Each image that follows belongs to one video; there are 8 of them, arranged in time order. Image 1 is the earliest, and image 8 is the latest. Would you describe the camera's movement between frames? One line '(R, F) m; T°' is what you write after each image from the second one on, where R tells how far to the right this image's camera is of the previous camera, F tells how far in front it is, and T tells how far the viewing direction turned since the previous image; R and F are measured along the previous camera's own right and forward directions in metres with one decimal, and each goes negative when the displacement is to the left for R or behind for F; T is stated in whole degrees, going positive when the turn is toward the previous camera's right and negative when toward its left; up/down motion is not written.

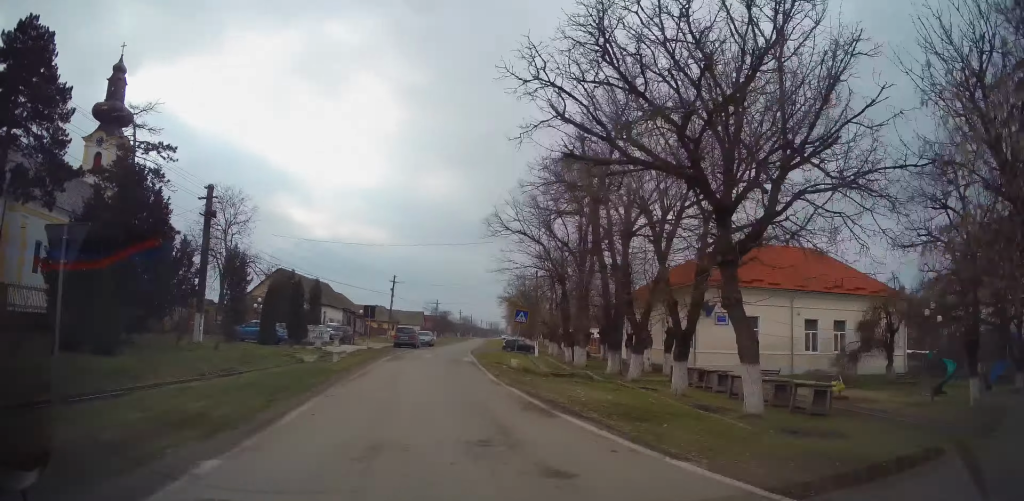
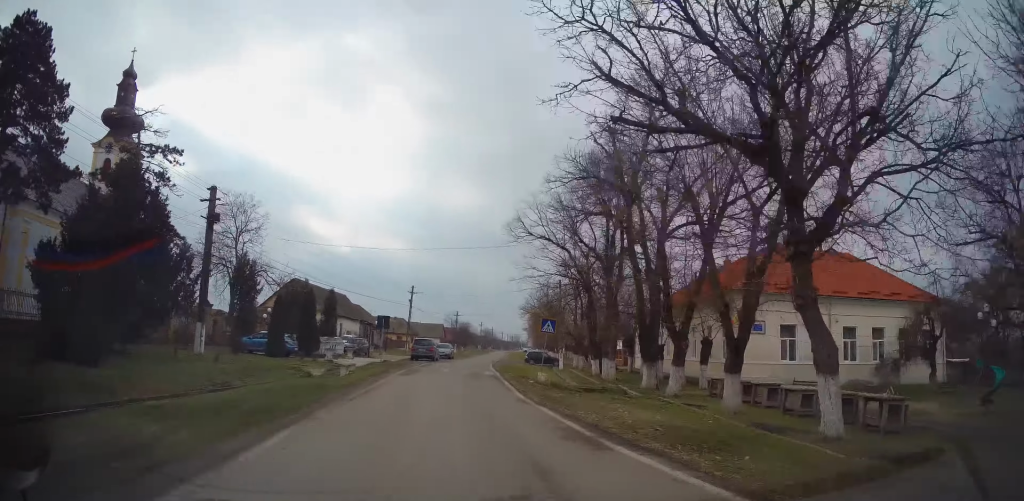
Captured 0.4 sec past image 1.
(-0.1, +1.9) m; -2°
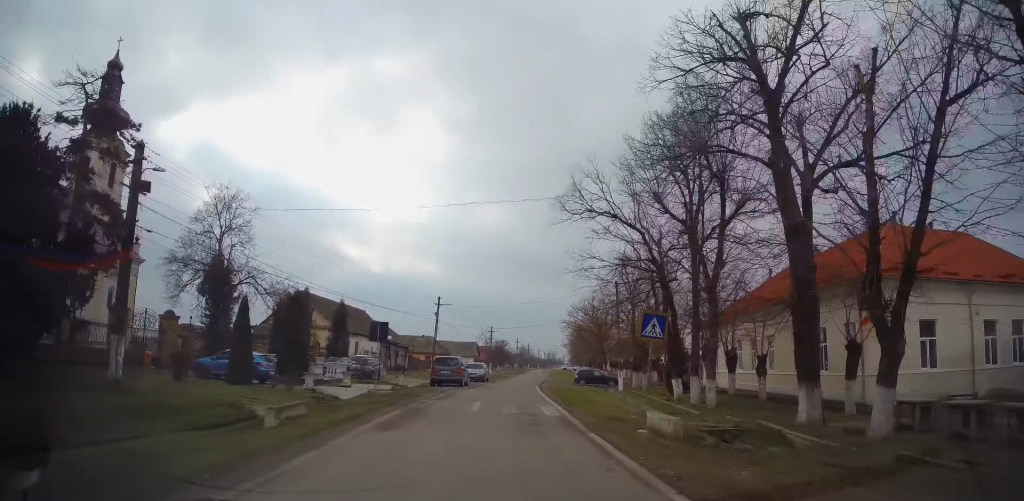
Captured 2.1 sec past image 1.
(0.0, +8.9) m; +1°
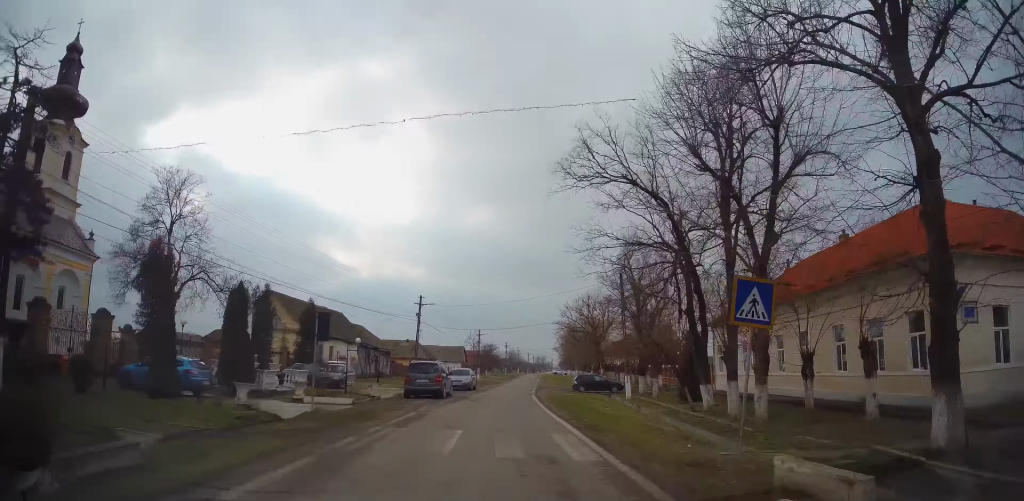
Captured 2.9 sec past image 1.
(0.0, +5.0) m; +1°
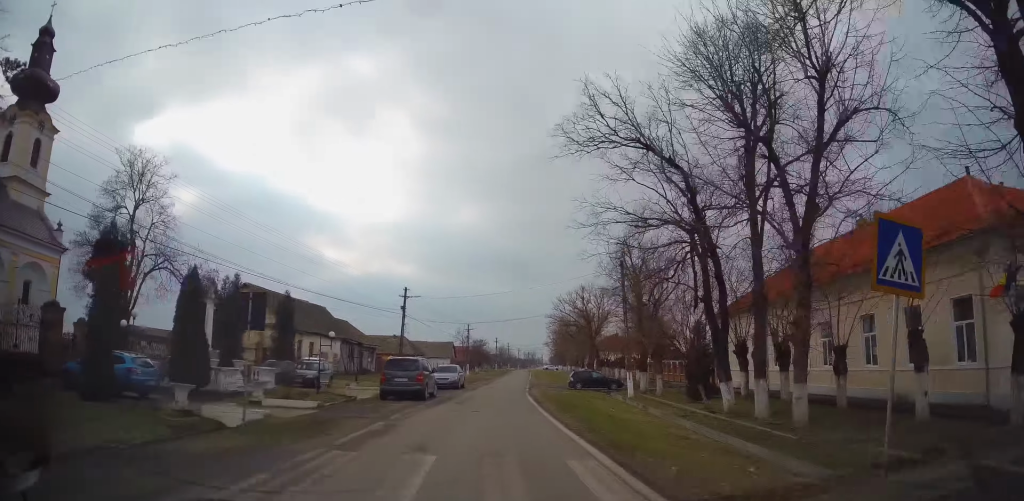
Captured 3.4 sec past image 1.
(0.0, +3.0) m; +1°
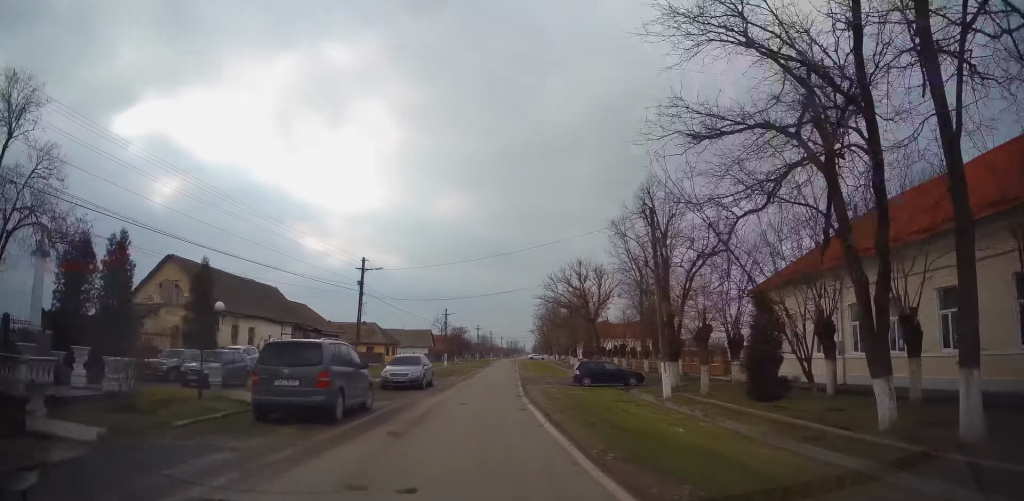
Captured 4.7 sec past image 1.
(+0.1, +9.3) m; 0°
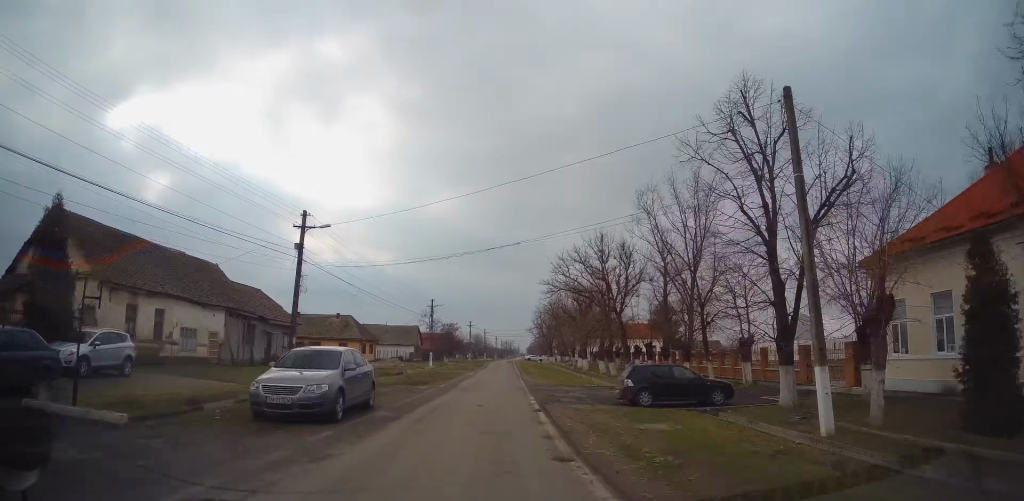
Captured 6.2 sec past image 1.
(-0.6, +11.6) m; -2°
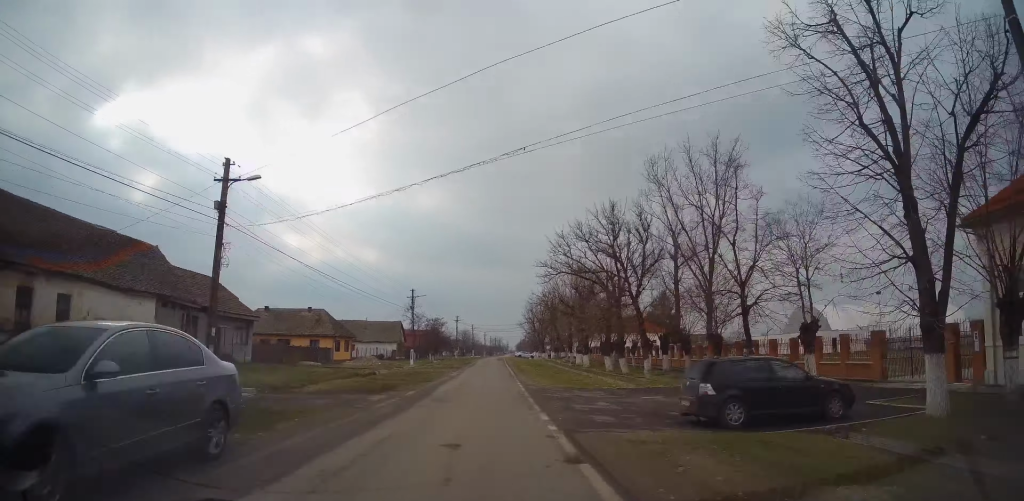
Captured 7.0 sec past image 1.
(+0.2, +7.1) m; +3°
